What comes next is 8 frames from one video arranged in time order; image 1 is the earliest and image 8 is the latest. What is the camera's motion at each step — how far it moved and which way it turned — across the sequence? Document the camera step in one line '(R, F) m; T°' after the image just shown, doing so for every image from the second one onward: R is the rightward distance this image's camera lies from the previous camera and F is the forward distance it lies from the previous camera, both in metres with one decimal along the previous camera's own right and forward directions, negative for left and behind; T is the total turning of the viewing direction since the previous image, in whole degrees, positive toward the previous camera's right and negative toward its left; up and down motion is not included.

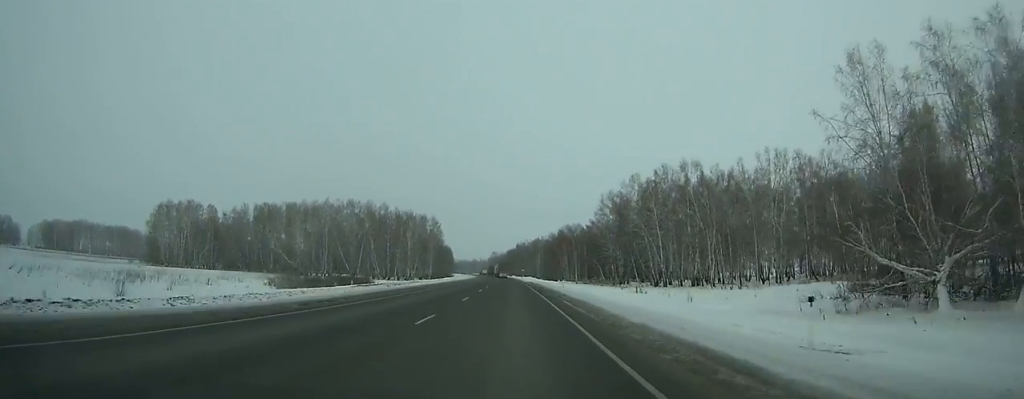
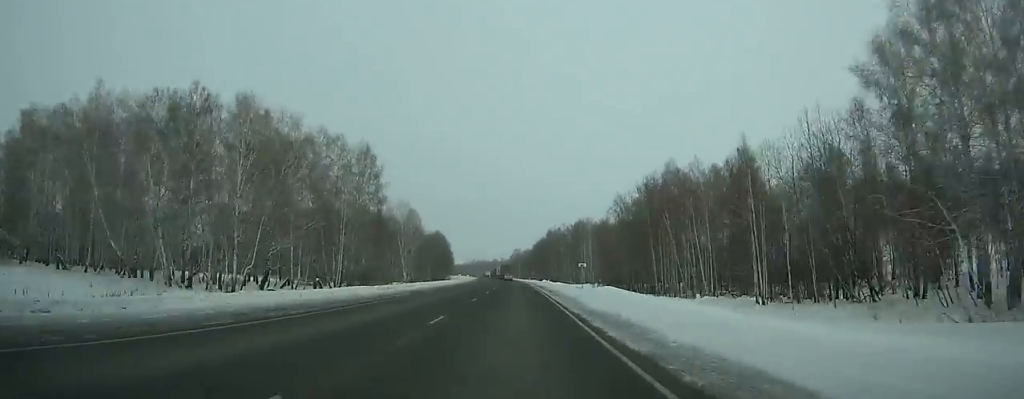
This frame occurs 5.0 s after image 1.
(-2.9, +119.7) m; -3°
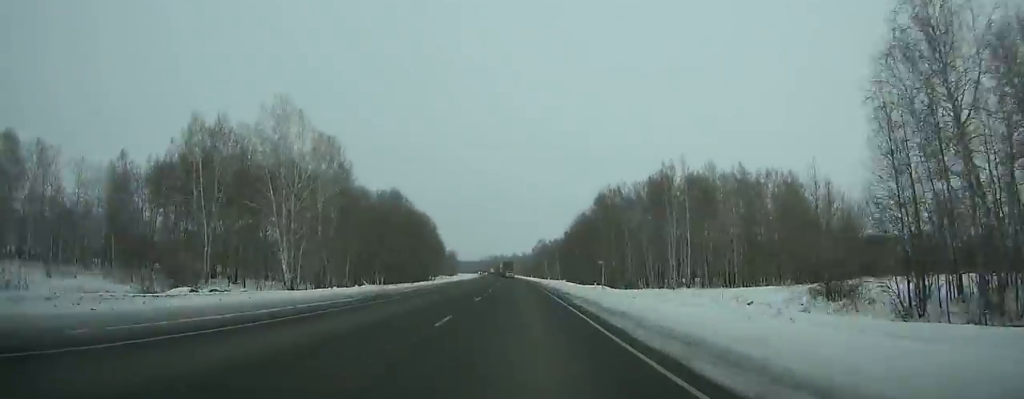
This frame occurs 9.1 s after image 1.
(-1.8, +97.1) m; -2°
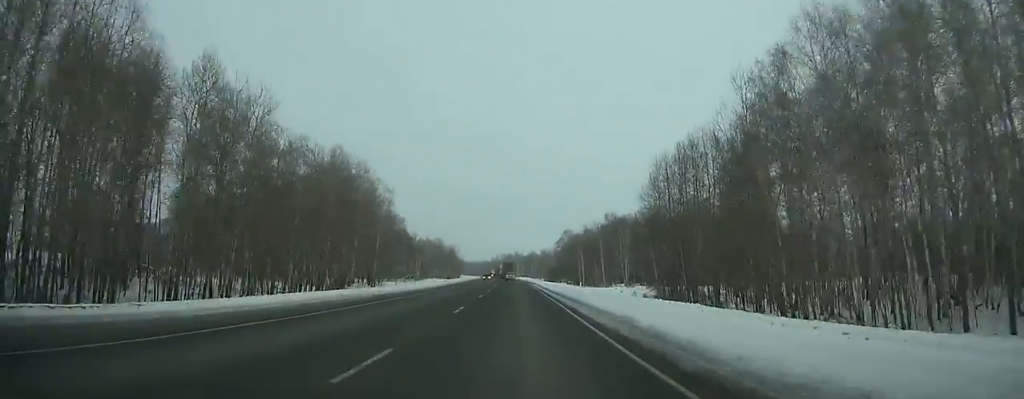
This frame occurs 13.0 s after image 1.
(-1.6, +91.5) m; -2°
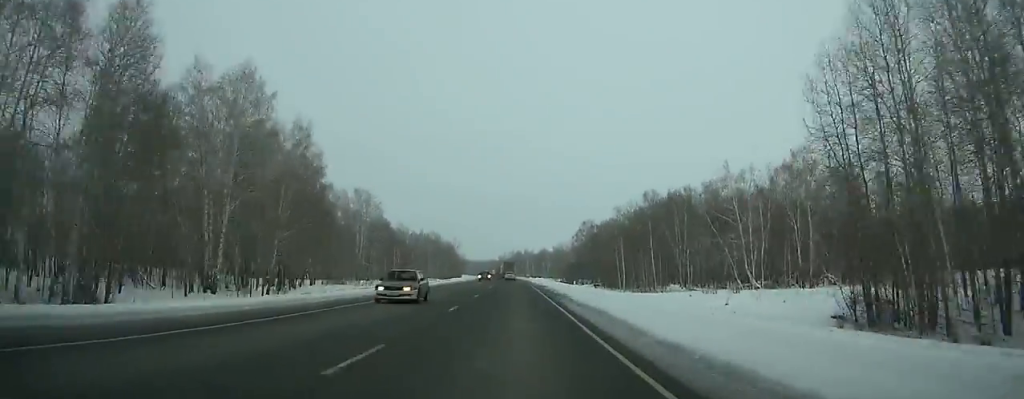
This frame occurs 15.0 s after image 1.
(-0.6, +46.6) m; -1°
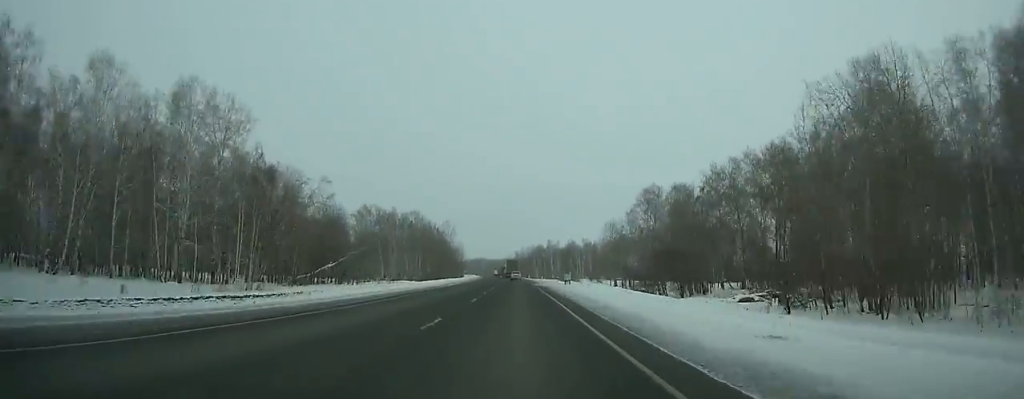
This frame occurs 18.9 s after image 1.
(-1.4, +90.6) m; -1°
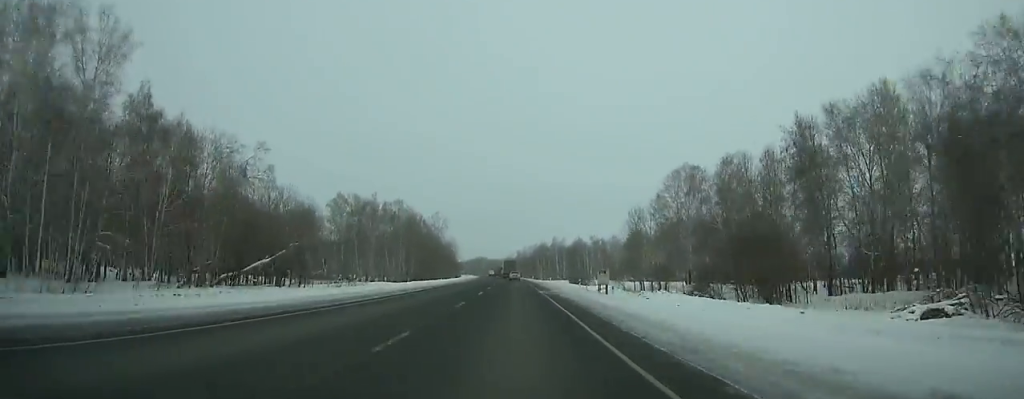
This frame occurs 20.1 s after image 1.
(0.0, +27.7) m; -1°
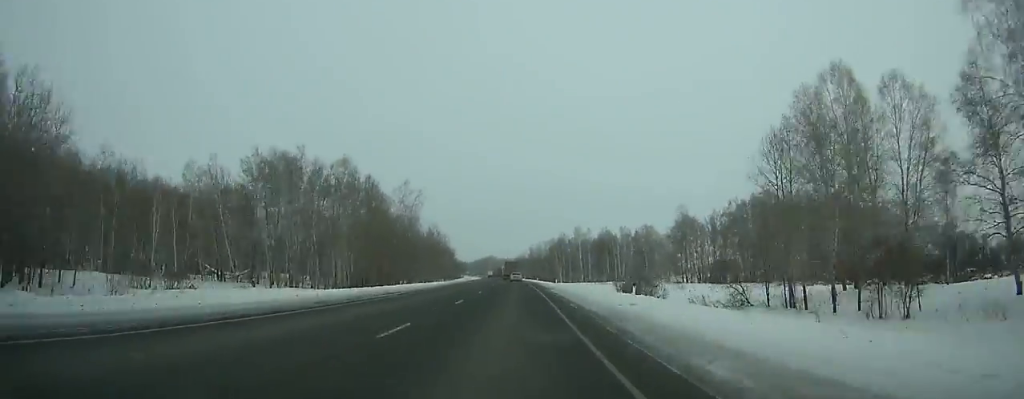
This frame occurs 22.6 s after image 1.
(-0.3, +57.6) m; -1°
